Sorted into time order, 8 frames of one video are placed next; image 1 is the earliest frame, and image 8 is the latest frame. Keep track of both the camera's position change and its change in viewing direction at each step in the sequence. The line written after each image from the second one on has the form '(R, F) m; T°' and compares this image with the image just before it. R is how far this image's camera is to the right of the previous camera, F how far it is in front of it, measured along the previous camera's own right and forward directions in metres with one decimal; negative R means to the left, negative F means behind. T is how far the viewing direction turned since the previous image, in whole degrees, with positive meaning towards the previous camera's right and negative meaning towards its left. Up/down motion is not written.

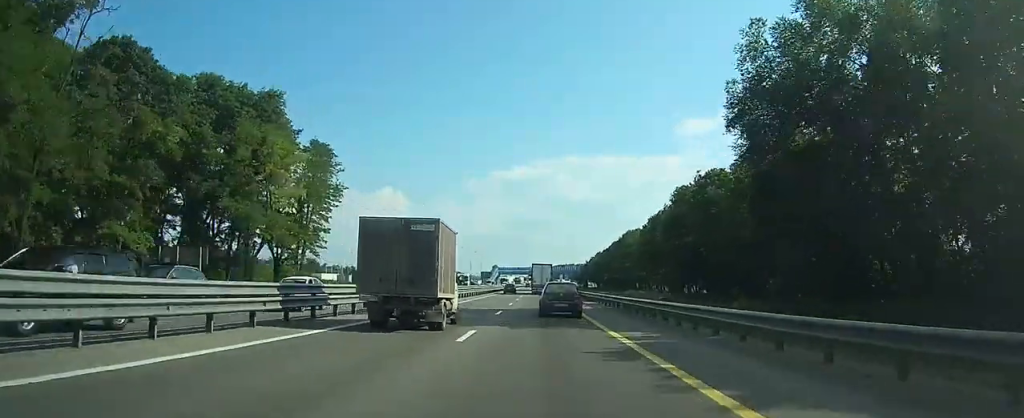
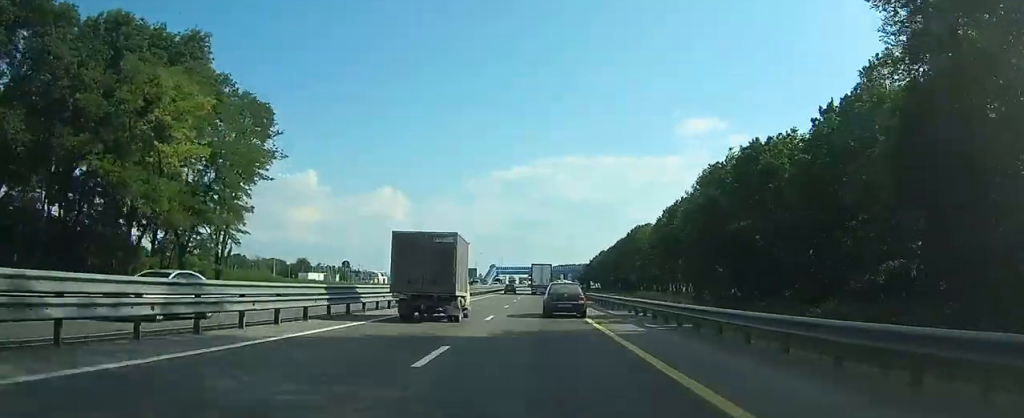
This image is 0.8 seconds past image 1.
(+0.1, +16.3) m; 0°
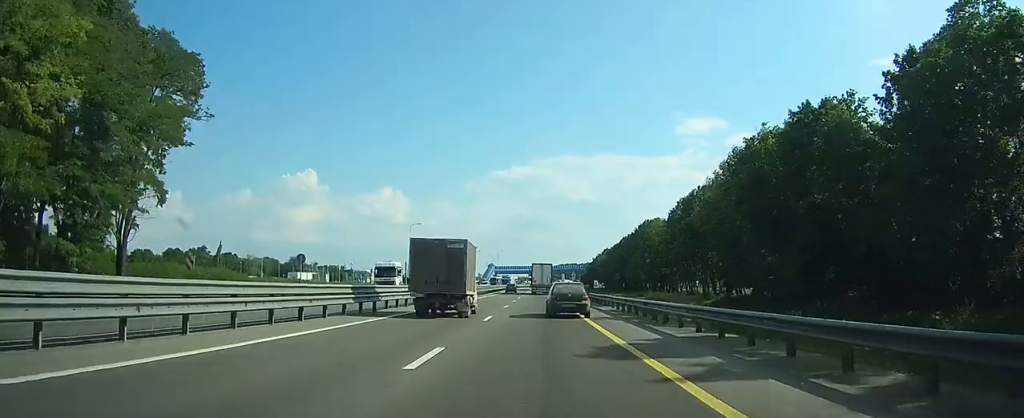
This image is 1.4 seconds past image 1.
(0.0, +12.3) m; 0°
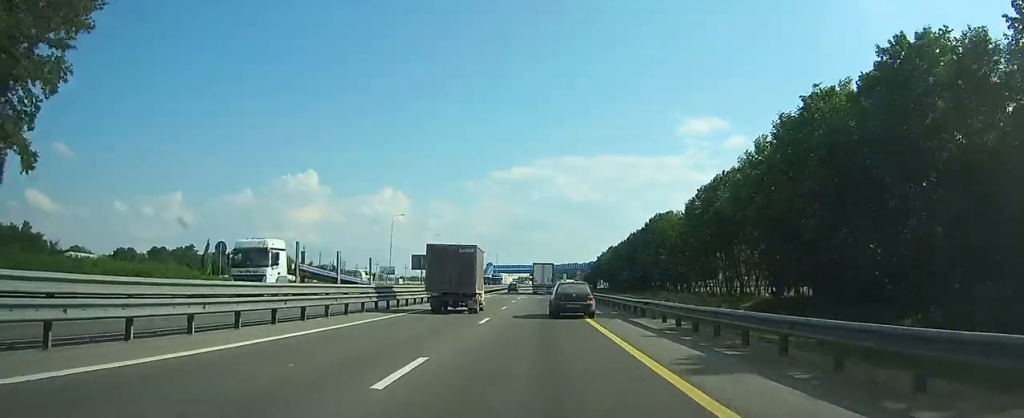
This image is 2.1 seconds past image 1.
(0.0, +13.7) m; 0°
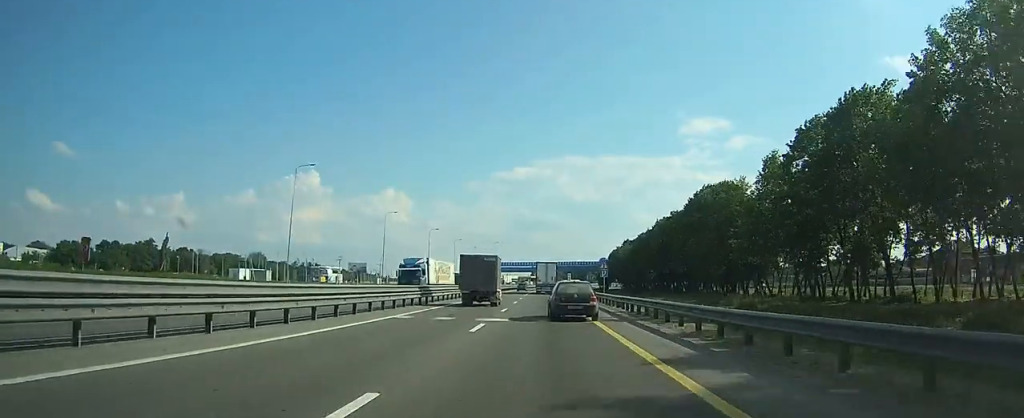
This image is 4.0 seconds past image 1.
(+0.1, +39.4) m; +1°
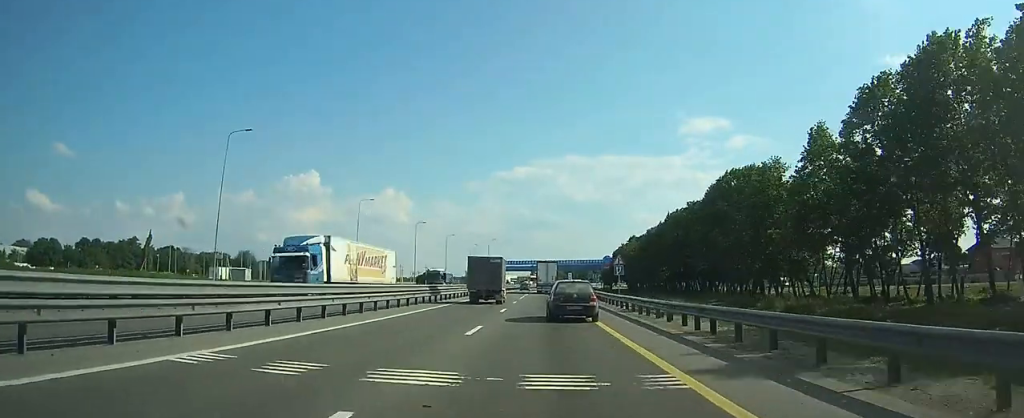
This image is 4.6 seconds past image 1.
(+0.1, +13.2) m; 0°
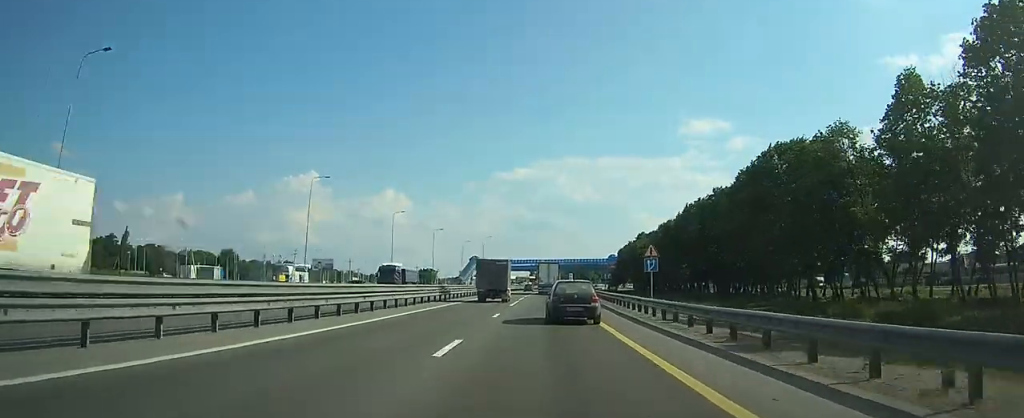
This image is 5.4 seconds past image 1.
(0.0, +16.7) m; 0°
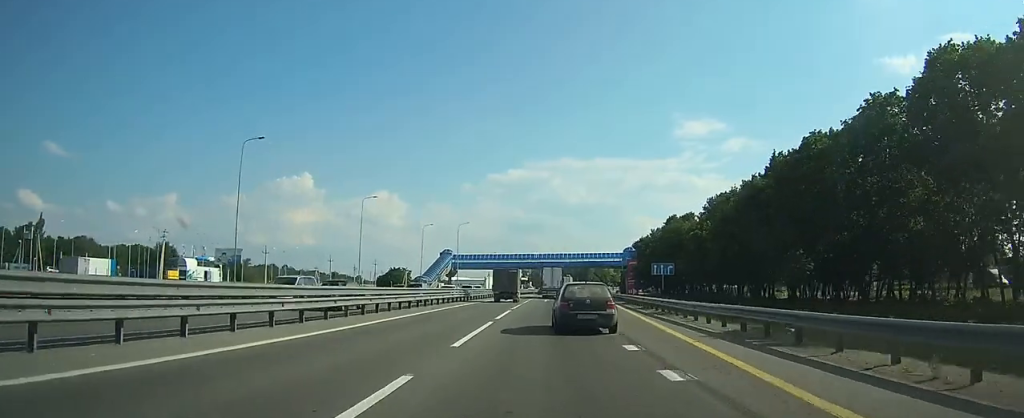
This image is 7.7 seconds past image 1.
(+0.1, +47.8) m; 0°
